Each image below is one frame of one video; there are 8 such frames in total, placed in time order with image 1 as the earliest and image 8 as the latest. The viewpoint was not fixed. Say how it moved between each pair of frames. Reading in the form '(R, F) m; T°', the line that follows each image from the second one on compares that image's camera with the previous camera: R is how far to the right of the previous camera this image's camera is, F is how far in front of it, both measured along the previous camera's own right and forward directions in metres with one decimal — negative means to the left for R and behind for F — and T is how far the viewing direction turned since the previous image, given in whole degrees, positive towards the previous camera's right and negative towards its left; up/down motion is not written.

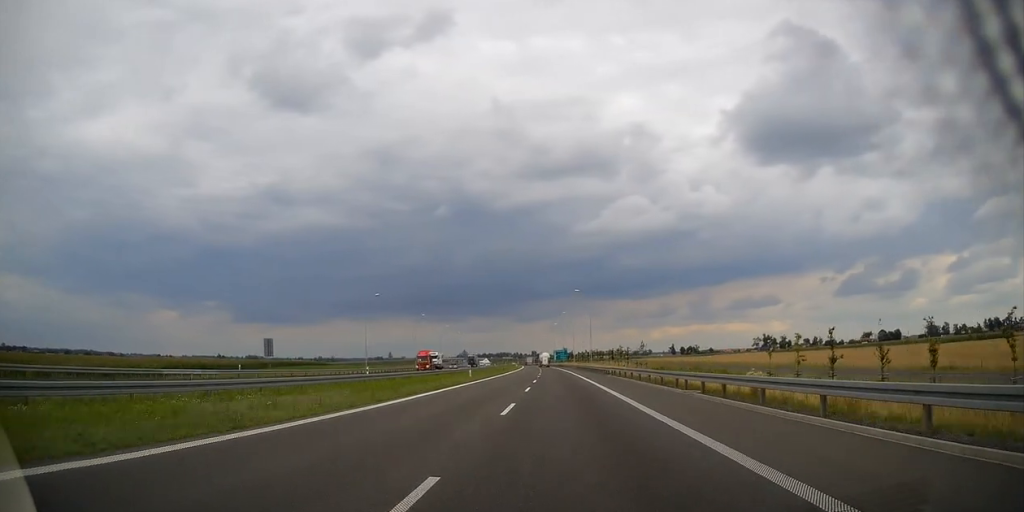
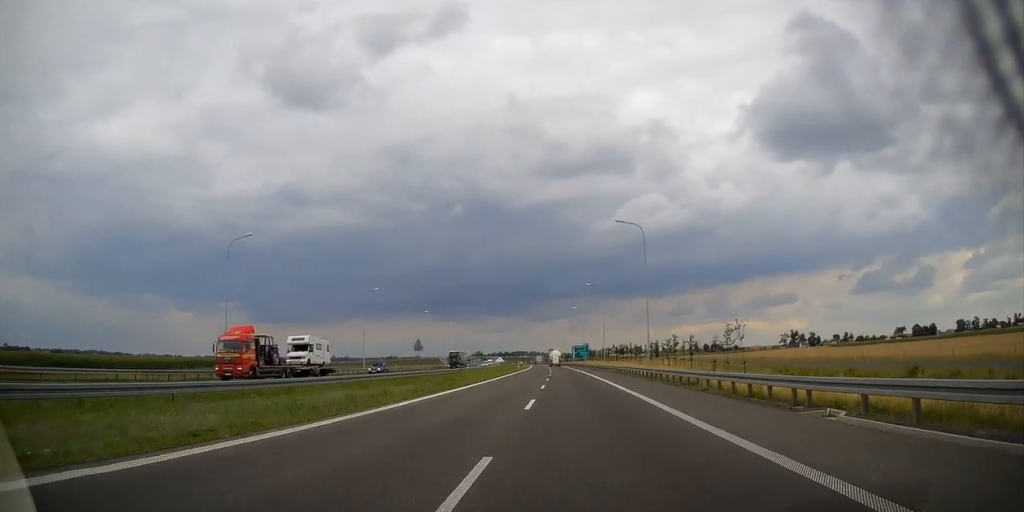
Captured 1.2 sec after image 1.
(-0.6, +46.9) m; -1°
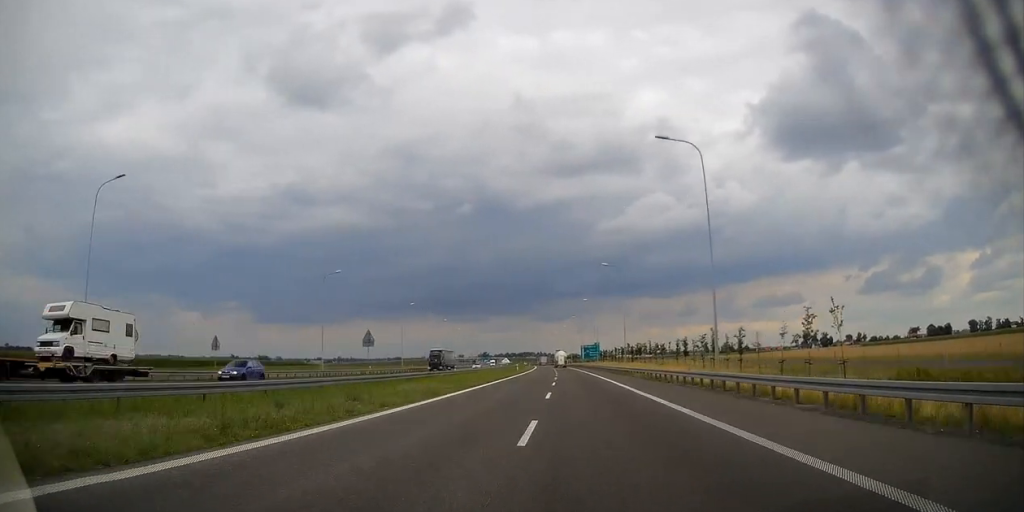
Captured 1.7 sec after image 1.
(+0.1, +19.0) m; -1°
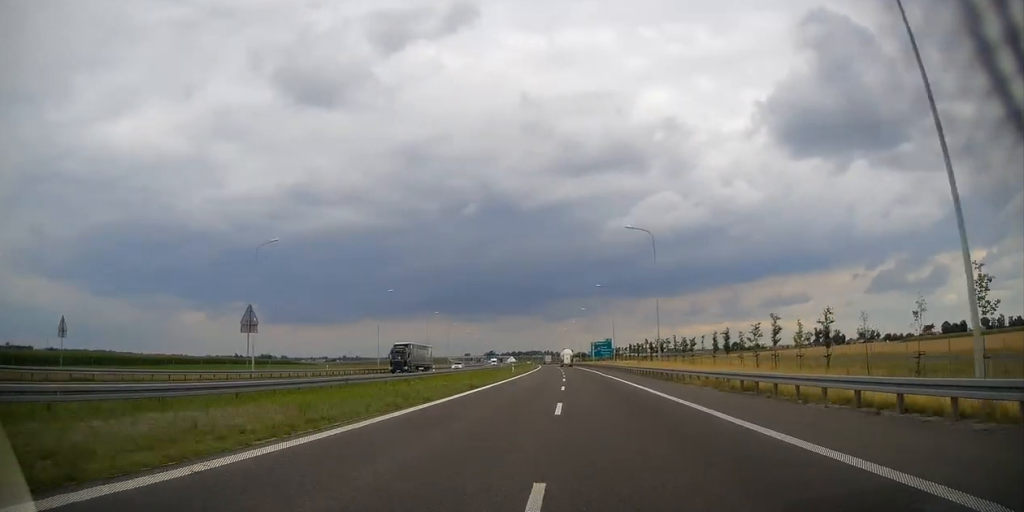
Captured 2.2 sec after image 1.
(-0.2, +18.9) m; -1°
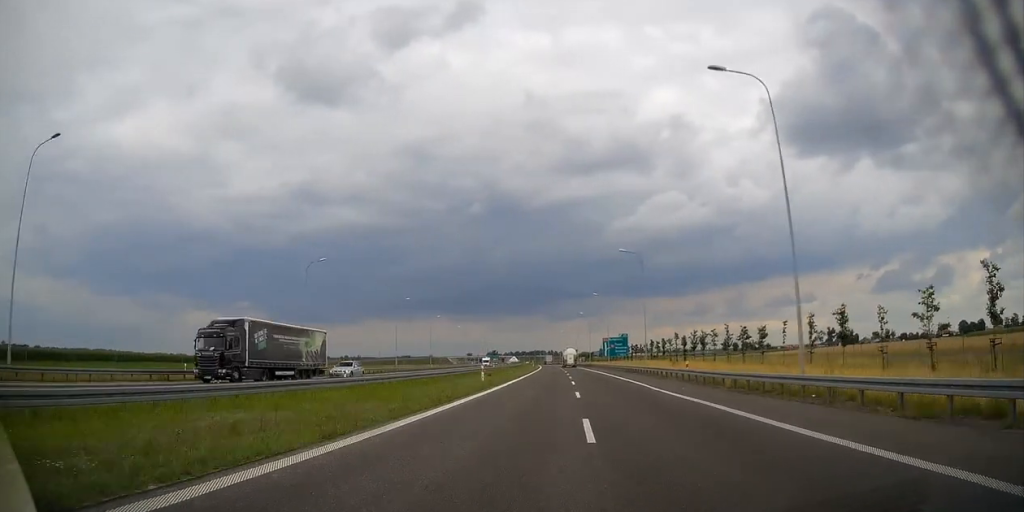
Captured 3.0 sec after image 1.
(-0.3, +29.1) m; -1°
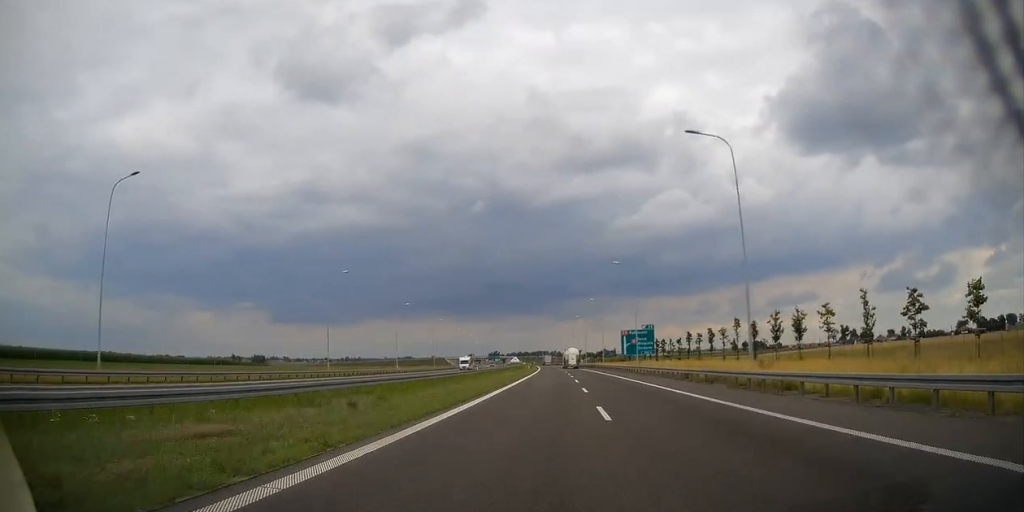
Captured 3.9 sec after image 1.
(-0.3, +32.8) m; -1°
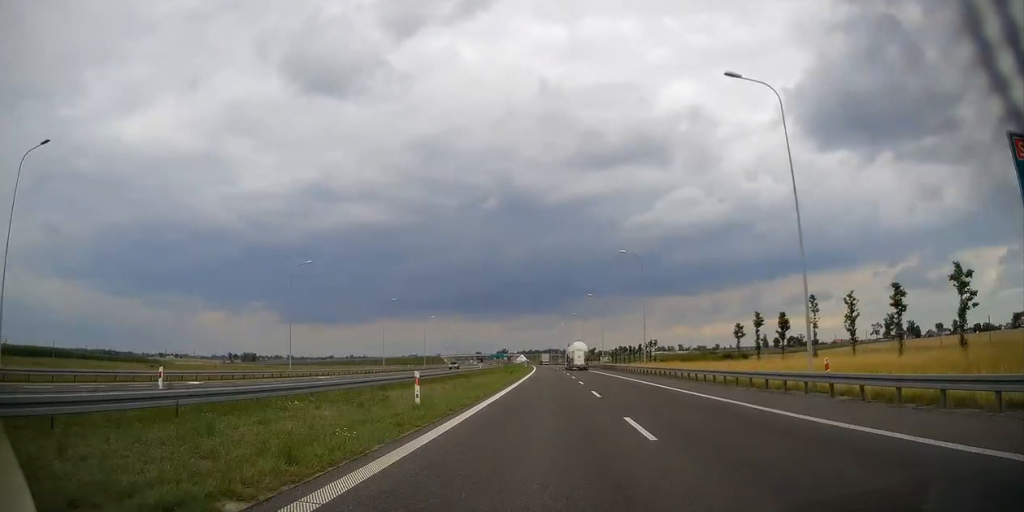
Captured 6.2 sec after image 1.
(-0.9, +89.3) m; -1°
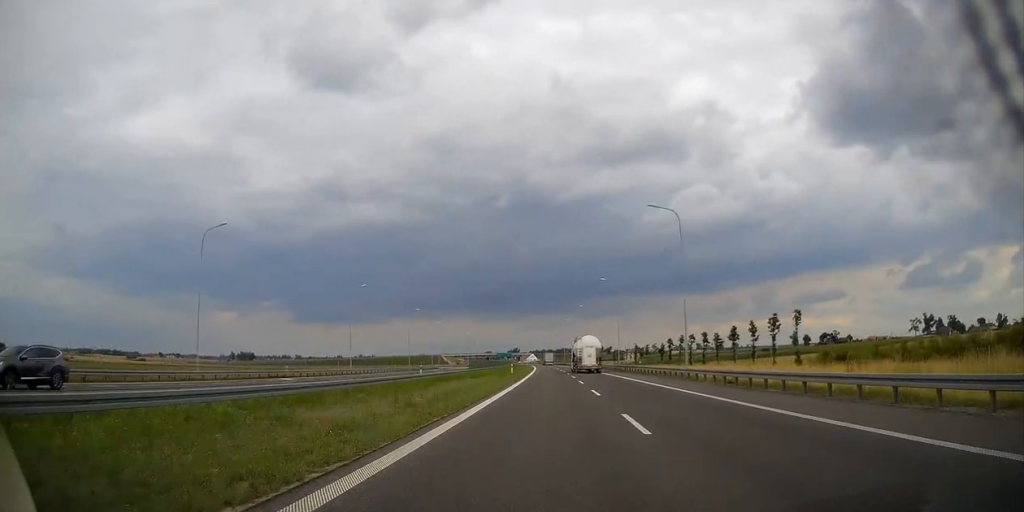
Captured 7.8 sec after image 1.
(-0.2, +58.8) m; -1°
